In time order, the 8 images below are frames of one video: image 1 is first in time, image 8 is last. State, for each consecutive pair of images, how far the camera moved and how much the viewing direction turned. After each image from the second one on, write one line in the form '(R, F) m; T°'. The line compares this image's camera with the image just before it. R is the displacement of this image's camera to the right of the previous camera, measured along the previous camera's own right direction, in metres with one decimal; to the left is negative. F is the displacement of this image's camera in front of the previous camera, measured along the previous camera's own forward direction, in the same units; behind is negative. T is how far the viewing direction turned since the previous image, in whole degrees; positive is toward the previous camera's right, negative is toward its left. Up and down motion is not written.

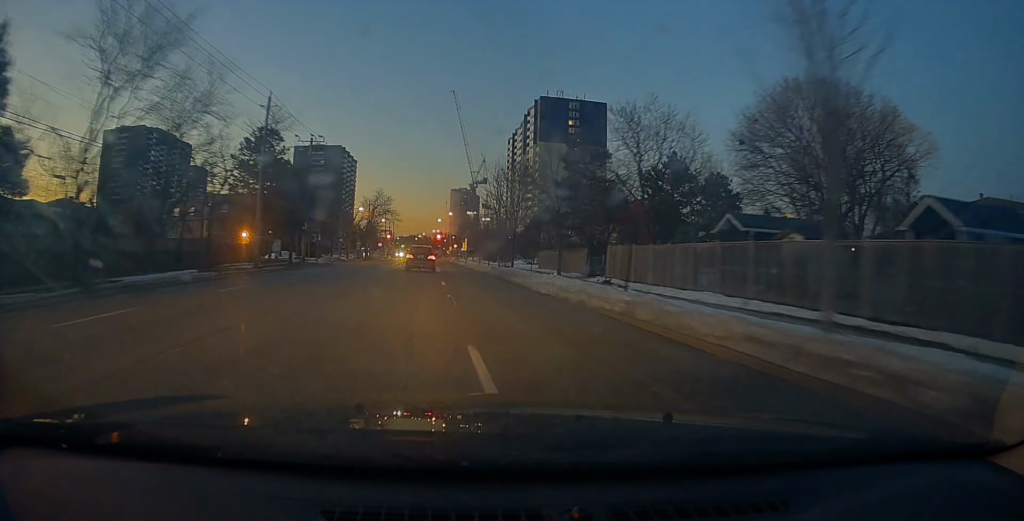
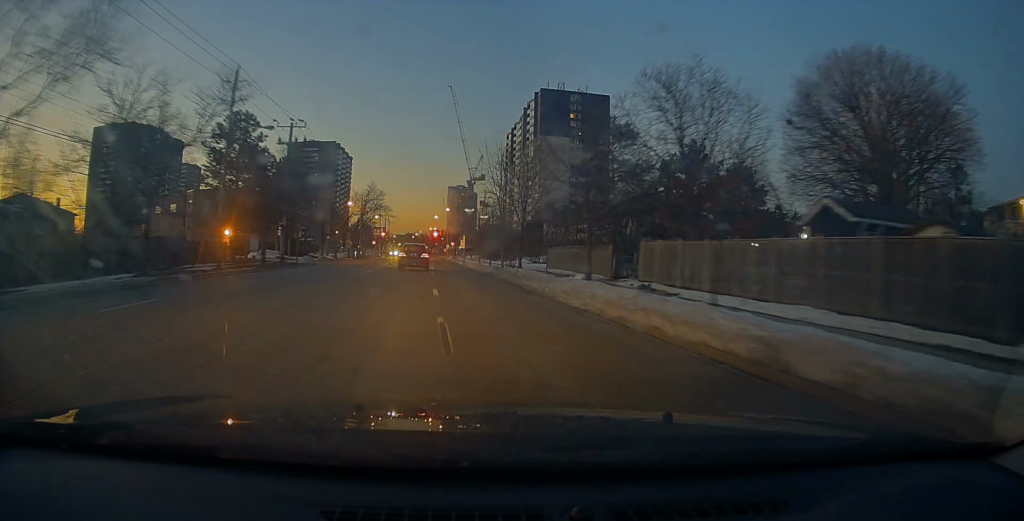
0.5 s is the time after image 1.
(+0.2, +6.6) m; 0°
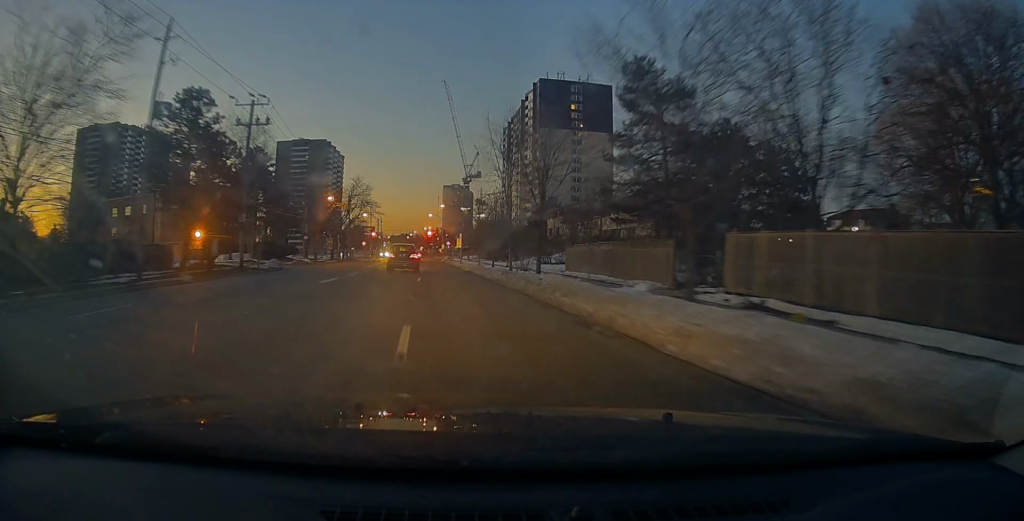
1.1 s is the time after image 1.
(+0.2, +9.4) m; 0°
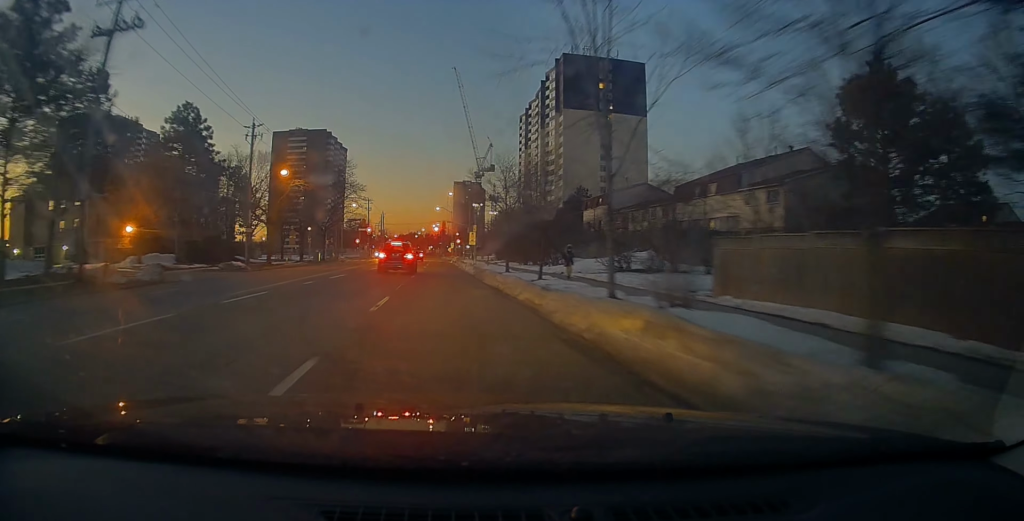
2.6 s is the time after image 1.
(-0.6, +21.2) m; -2°
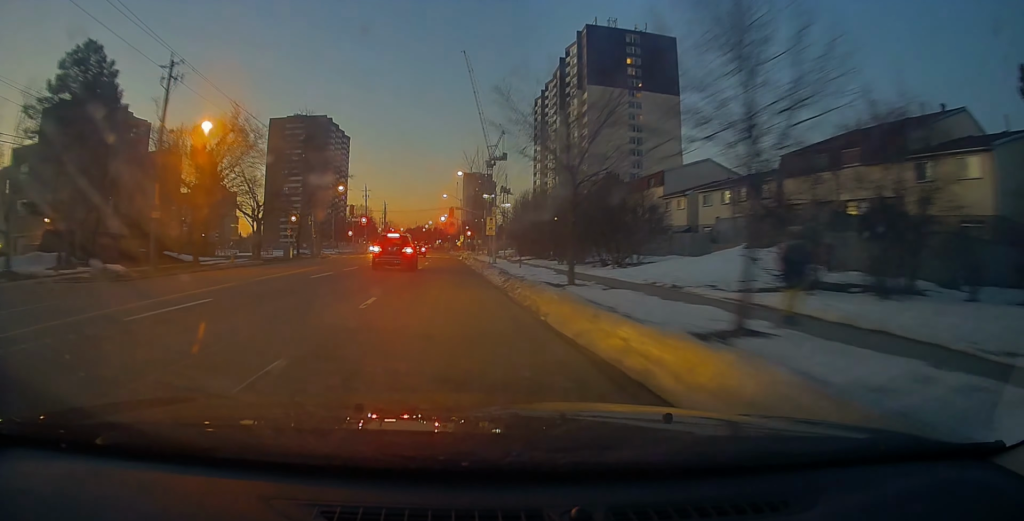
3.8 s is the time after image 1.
(0.0, +16.5) m; 0°
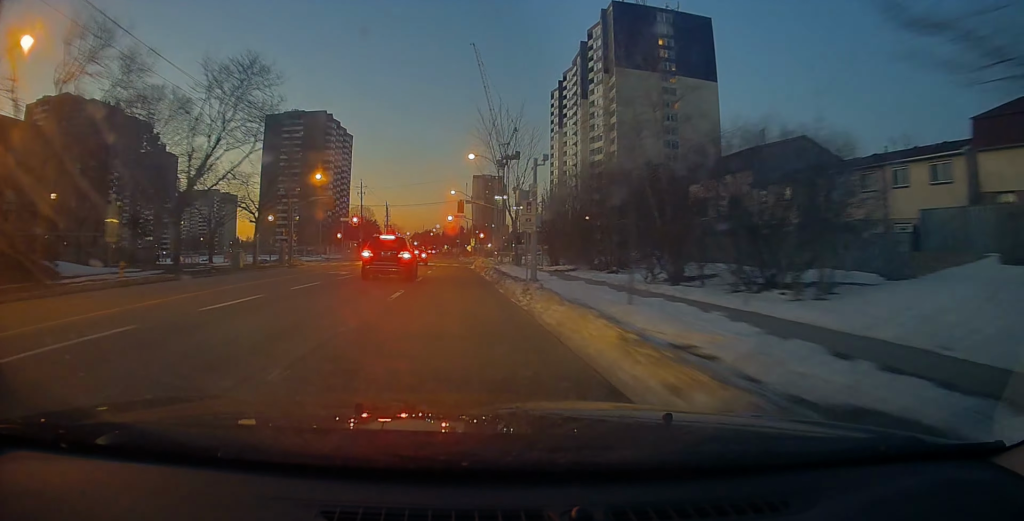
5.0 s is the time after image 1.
(0.0, +16.4) m; +1°
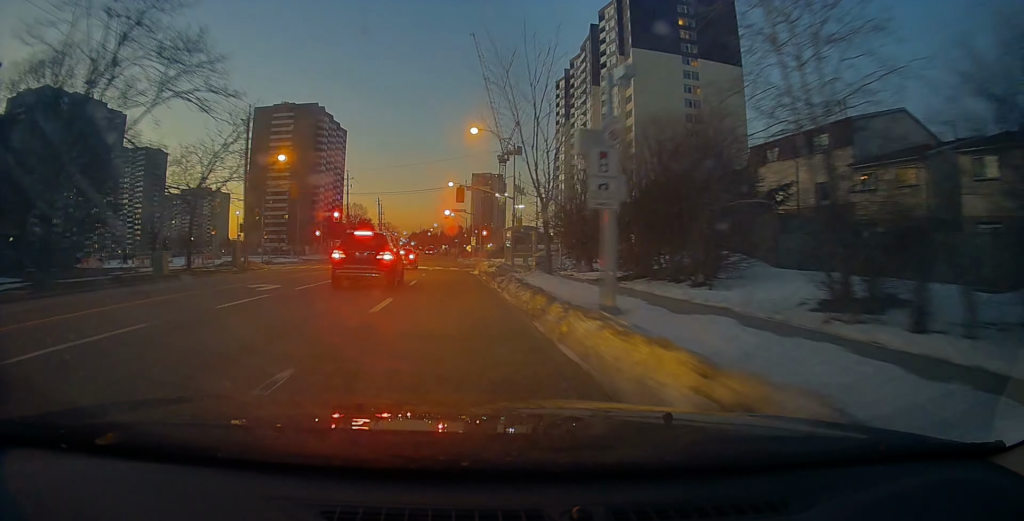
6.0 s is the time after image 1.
(+0.2, +11.9) m; -2°
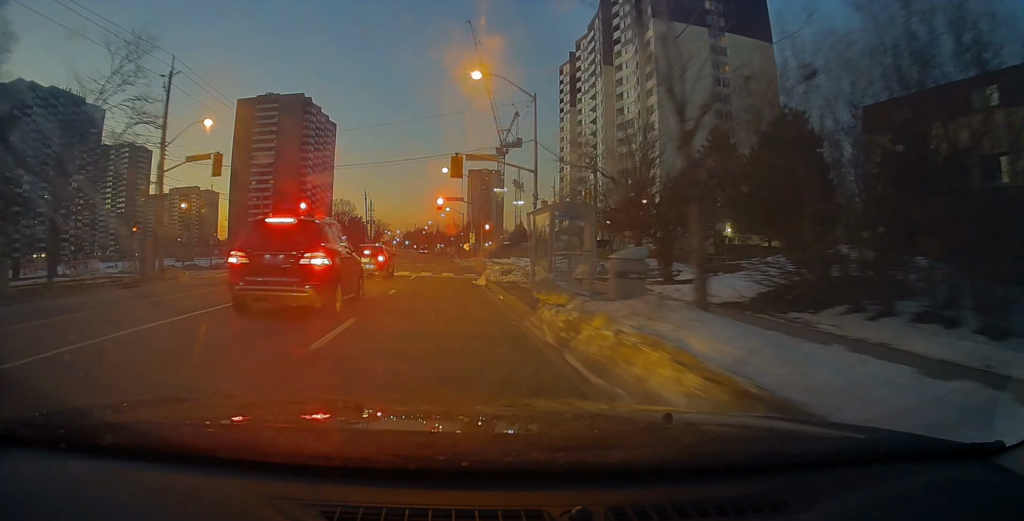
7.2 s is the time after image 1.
(-0.6, +13.3) m; 0°
